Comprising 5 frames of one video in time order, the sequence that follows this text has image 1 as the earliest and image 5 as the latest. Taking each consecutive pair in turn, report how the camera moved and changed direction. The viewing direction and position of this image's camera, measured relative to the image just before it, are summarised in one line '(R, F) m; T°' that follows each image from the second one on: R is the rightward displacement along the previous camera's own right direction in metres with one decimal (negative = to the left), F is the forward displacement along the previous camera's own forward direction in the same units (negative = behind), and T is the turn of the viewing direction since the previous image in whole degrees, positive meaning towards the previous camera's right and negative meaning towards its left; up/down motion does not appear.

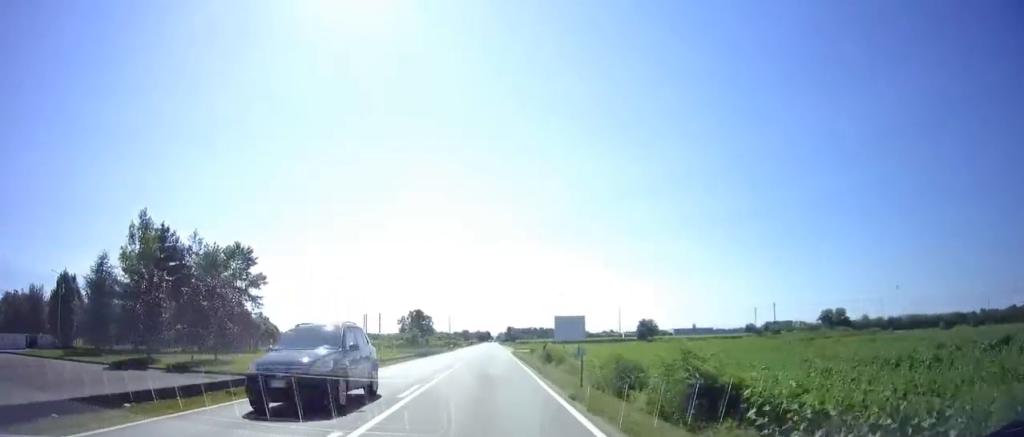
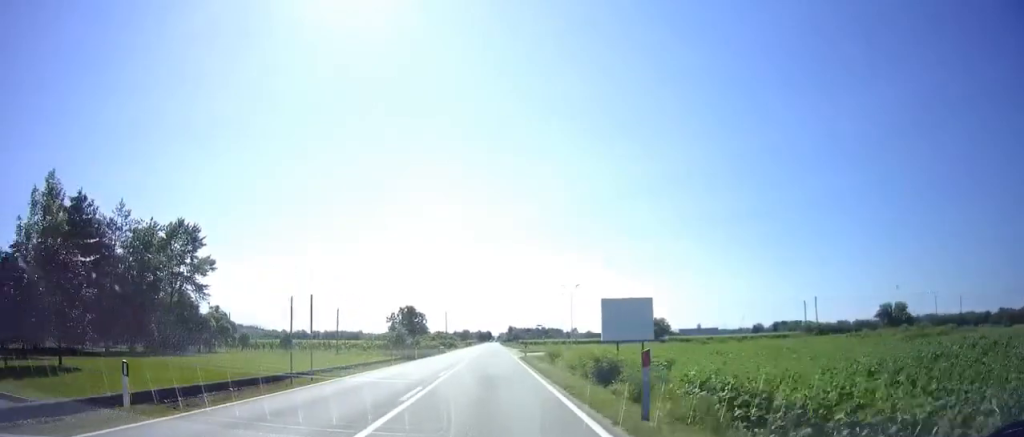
(-0.1, +15.3) m; 0°
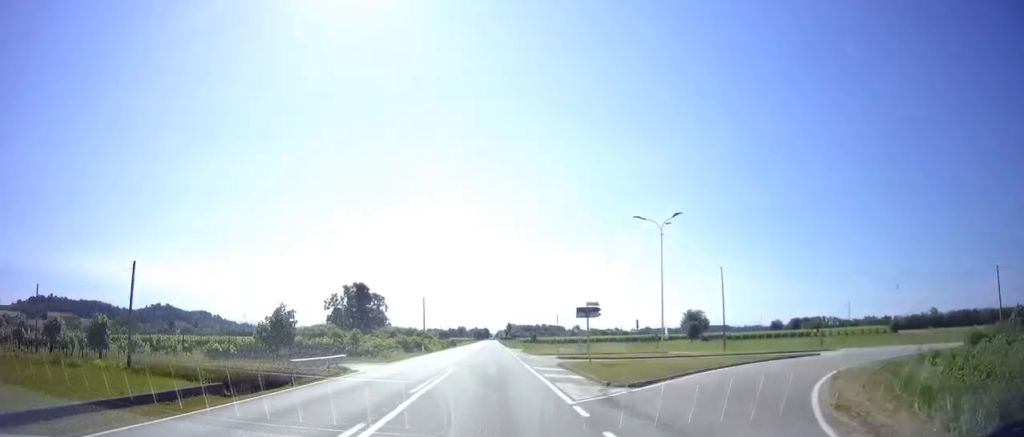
(+0.6, +44.9) m; +1°
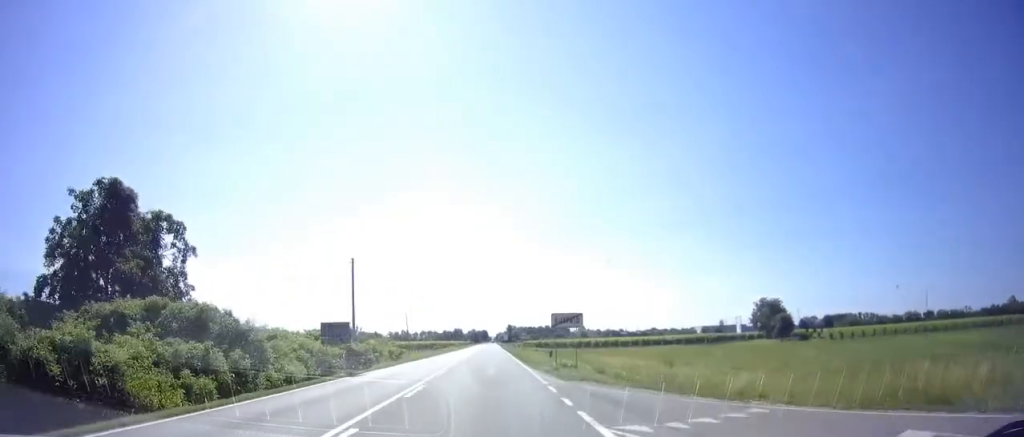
(+0.1, +53.3) m; 0°
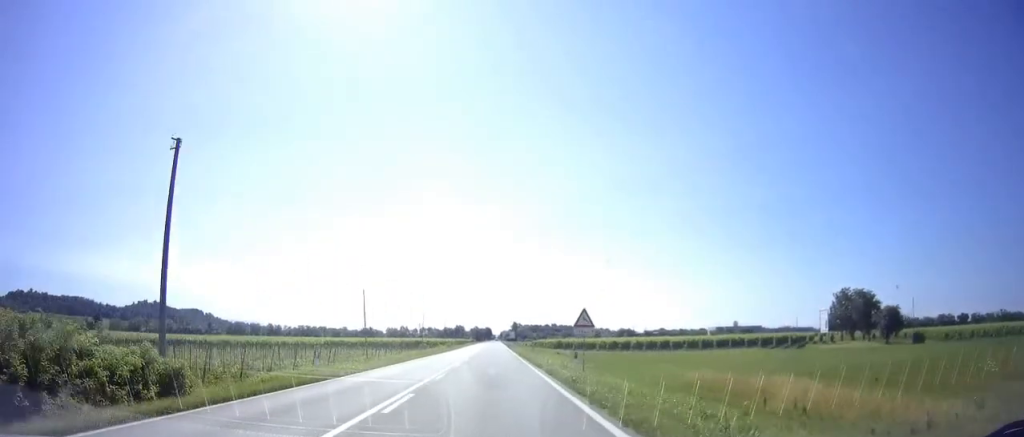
(-0.1, +32.9) m; 0°
